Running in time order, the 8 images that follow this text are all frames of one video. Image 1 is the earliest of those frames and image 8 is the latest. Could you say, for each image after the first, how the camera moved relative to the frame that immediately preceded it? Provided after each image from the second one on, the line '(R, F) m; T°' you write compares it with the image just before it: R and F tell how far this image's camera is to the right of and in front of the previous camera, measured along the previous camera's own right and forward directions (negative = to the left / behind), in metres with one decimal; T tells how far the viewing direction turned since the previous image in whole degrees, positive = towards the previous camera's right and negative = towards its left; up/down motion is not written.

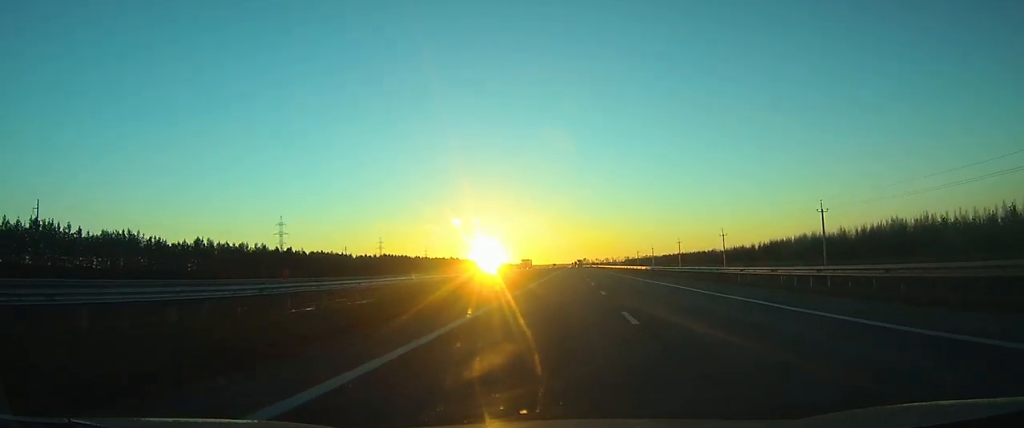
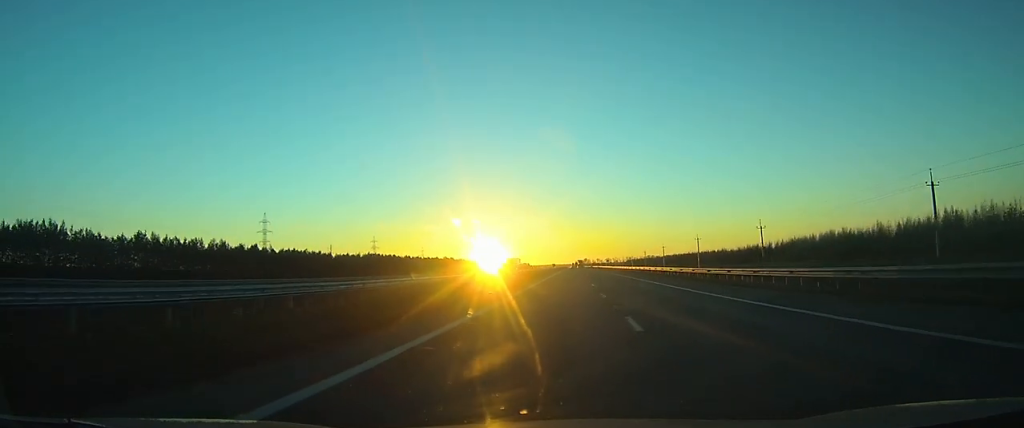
(0.0, +23.9) m; 0°
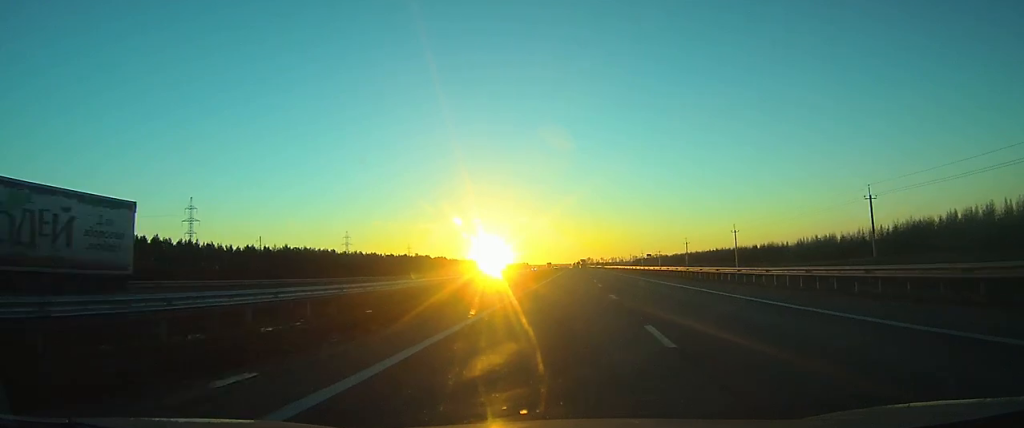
(-0.3, +89.2) m; 0°
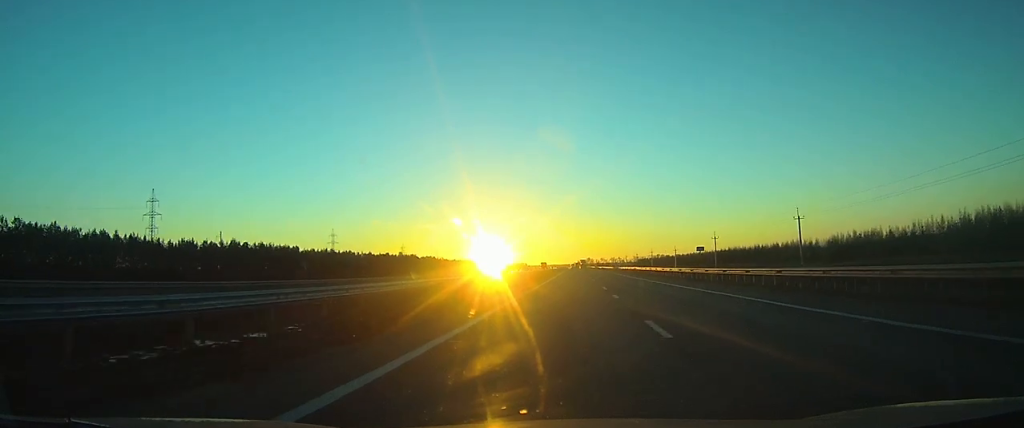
(0.0, +33.5) m; 0°
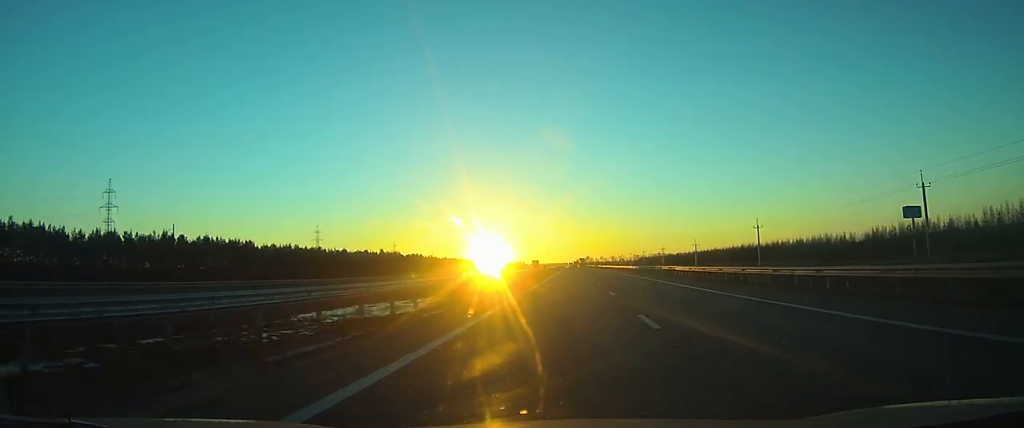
(0.0, +30.7) m; 0°
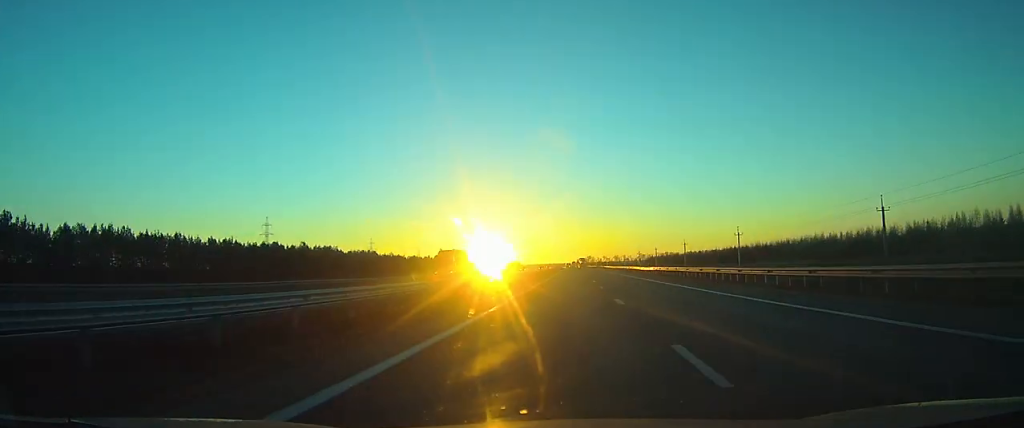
(0.0, +86.2) m; 0°
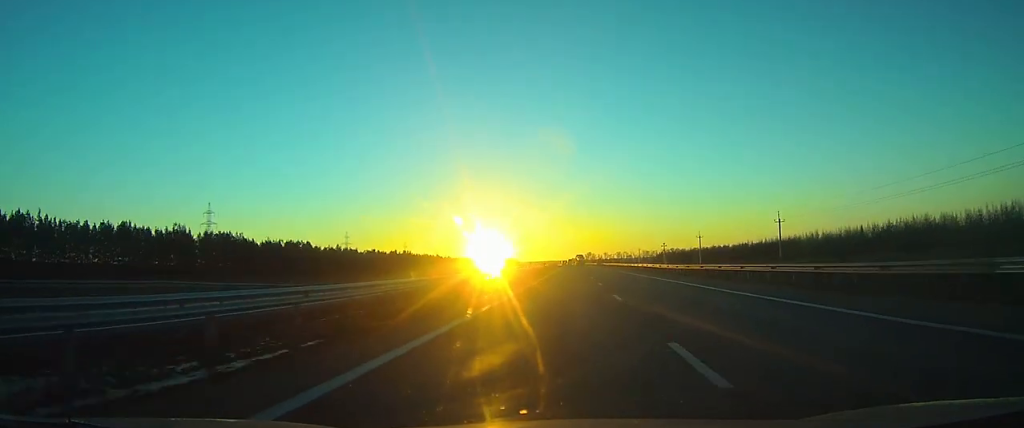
(-0.1, +71.1) m; 0°
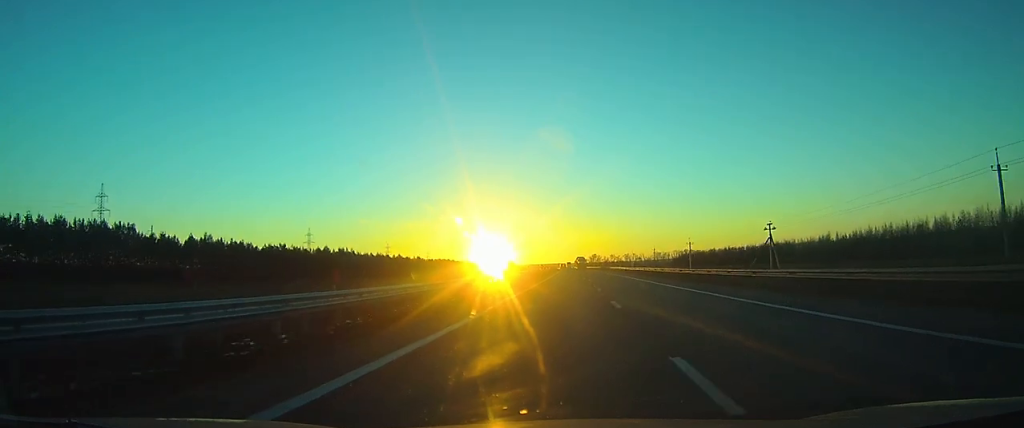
(+0.1, +99.4) m; 0°
